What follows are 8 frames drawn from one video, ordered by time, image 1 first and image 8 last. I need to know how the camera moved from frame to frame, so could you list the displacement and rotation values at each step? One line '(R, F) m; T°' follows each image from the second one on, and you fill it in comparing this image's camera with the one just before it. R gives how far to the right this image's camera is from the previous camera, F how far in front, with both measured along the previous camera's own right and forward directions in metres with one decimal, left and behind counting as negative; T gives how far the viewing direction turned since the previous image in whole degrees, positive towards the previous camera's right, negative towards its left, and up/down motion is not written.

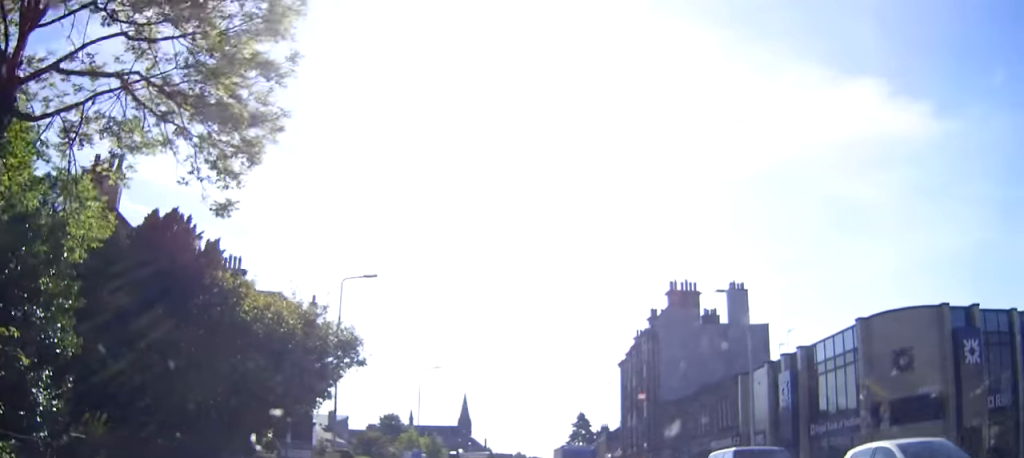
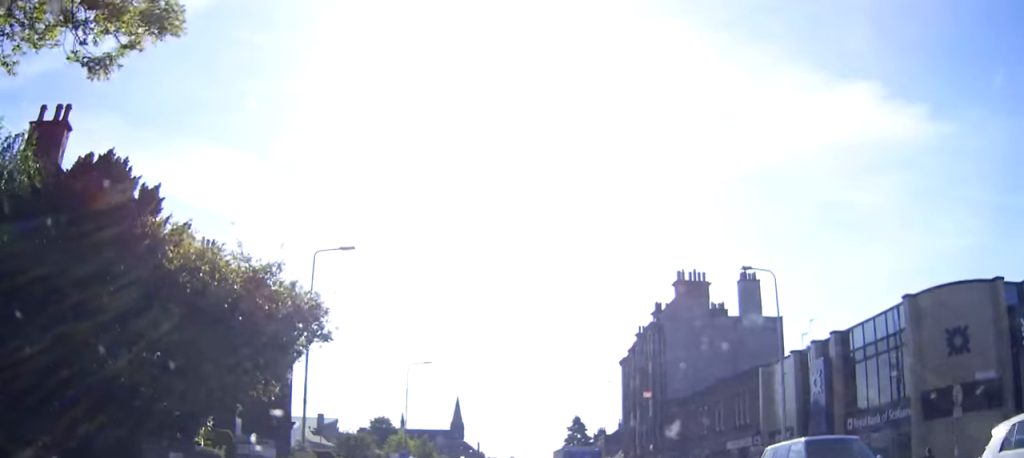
(0.0, +4.7) m; 0°
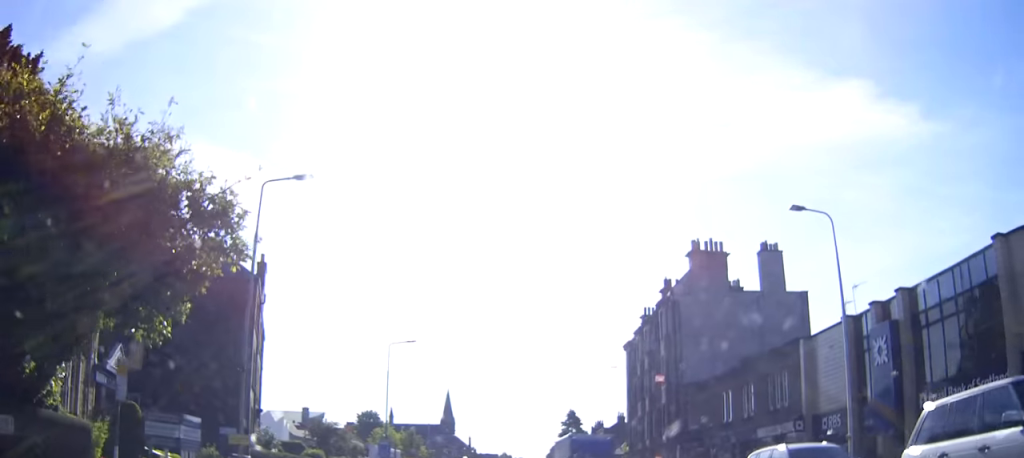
(0.0, +6.8) m; 0°
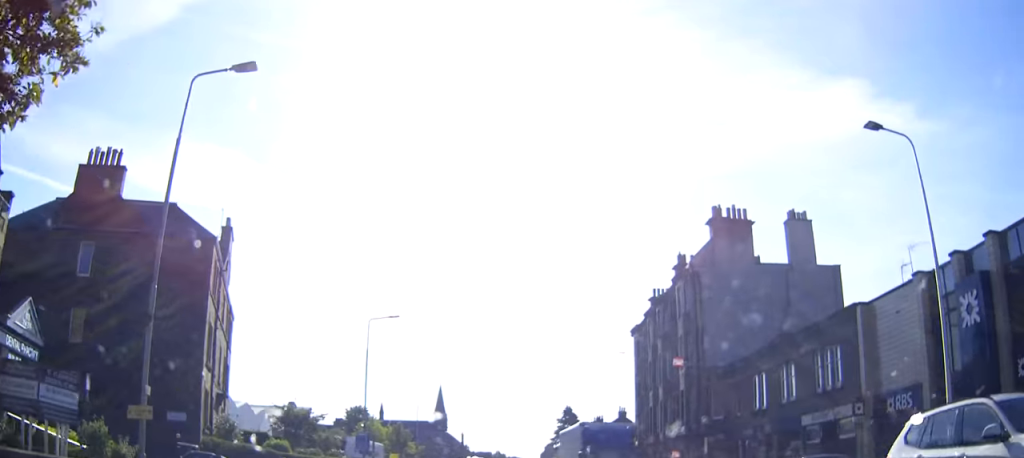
(0.0, +6.4) m; 0°
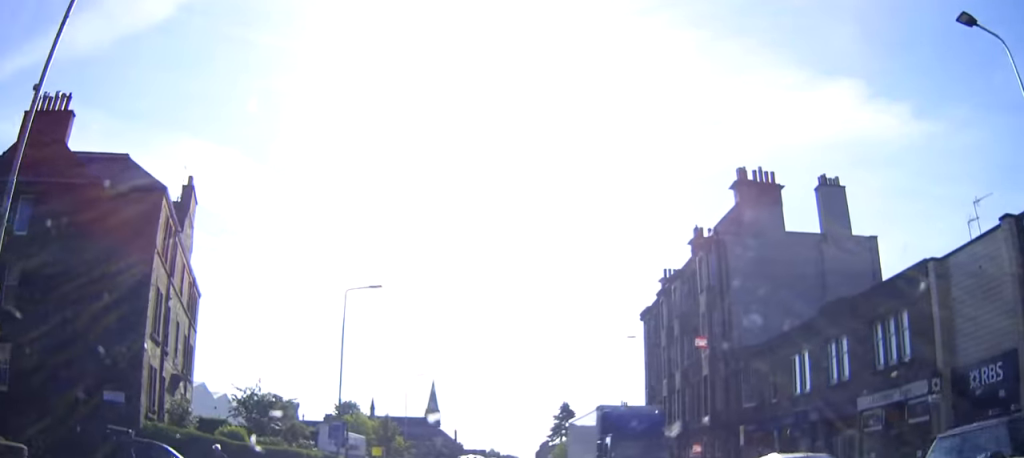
(0.0, +5.8) m; +1°
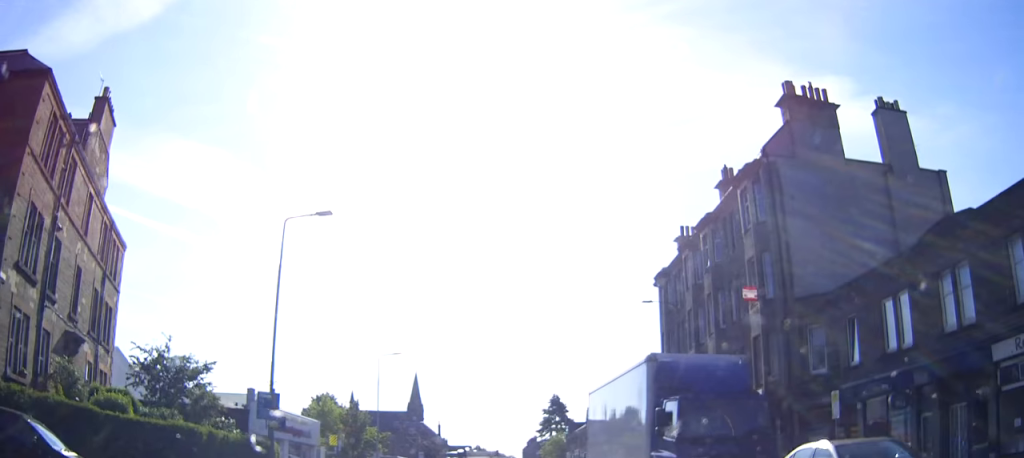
(+0.2, +9.6) m; +1°
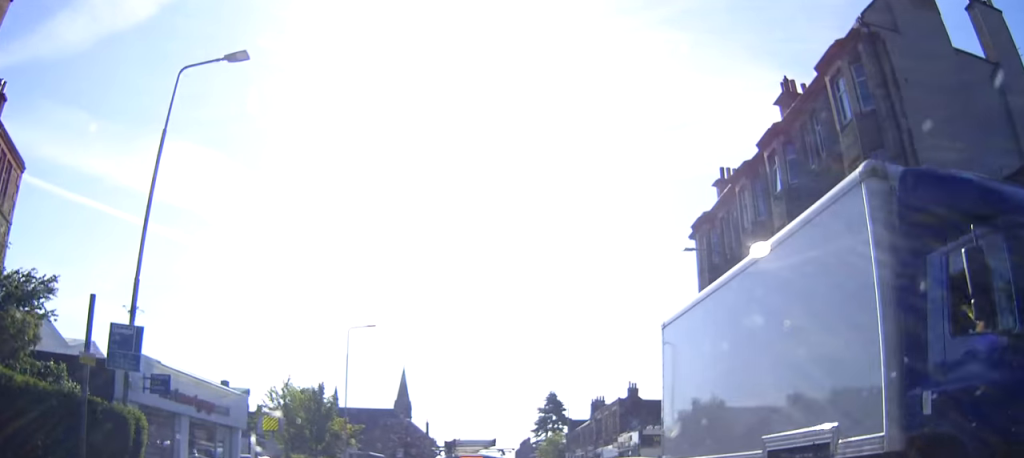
(0.0, +10.6) m; 0°
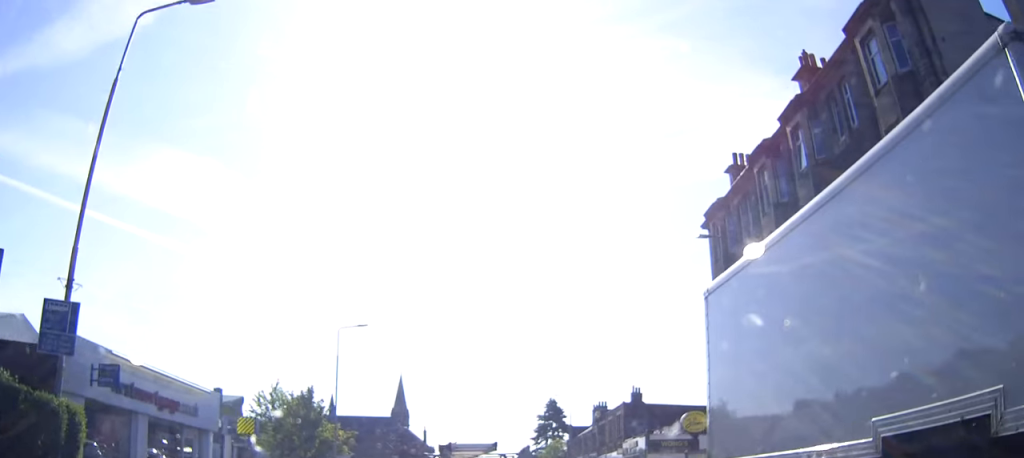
(0.0, +2.7) m; 0°
